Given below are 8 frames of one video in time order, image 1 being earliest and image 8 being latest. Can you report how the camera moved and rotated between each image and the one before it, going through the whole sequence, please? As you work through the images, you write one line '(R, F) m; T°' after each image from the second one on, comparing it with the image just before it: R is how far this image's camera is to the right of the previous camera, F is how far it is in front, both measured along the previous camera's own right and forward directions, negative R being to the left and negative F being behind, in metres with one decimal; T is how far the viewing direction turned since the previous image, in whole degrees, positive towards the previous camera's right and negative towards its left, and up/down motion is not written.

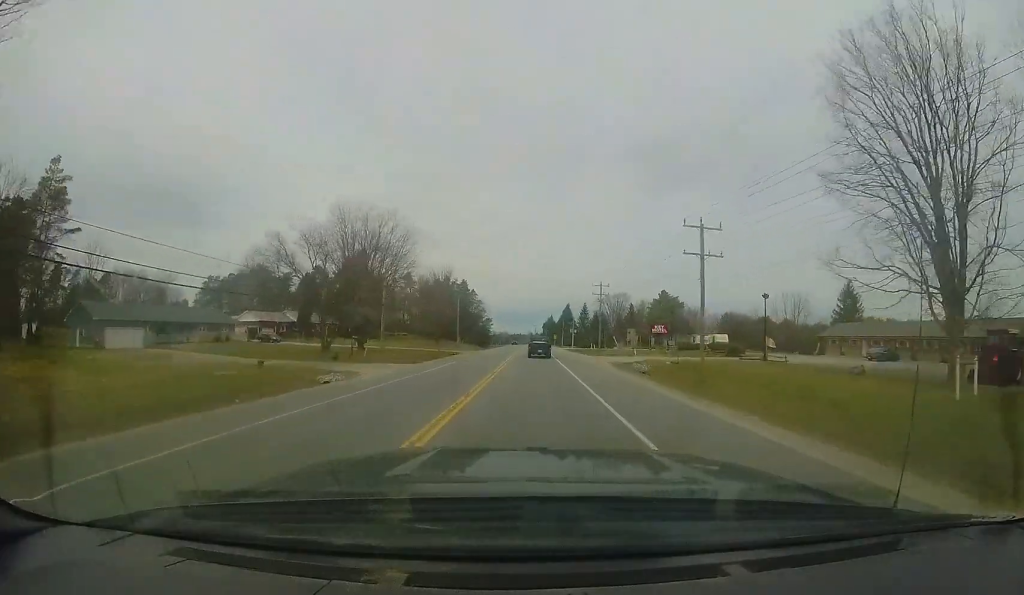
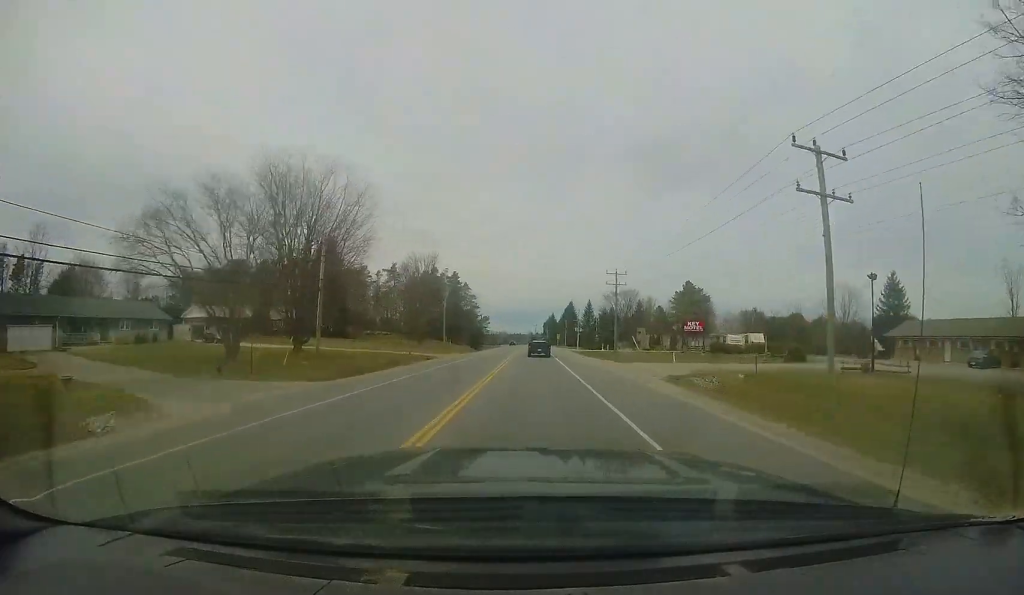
(-0.6, +12.1) m; 0°
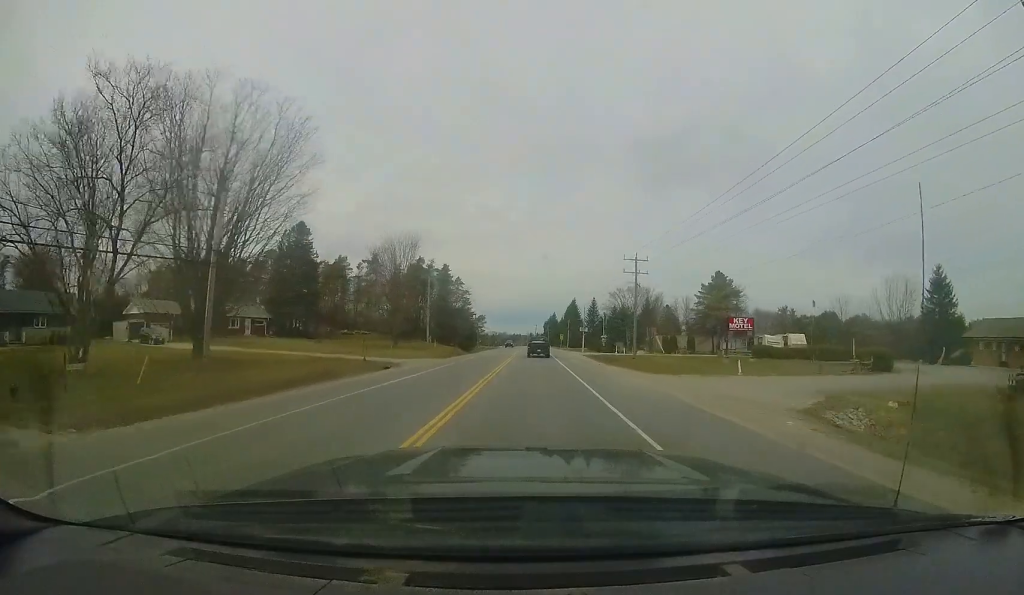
(+0.2, +10.5) m; +1°
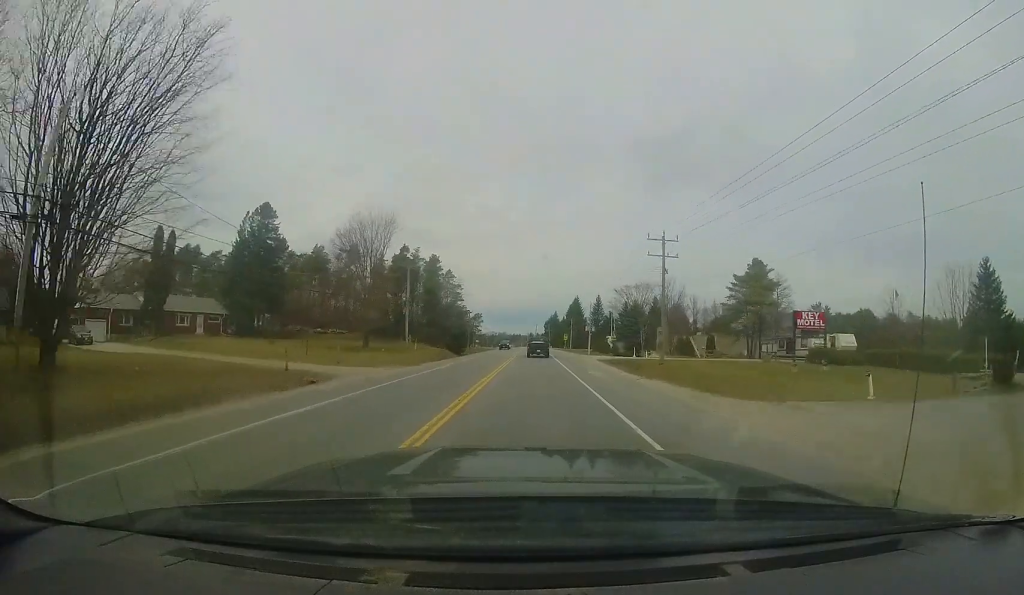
(+0.4, +9.3) m; +1°
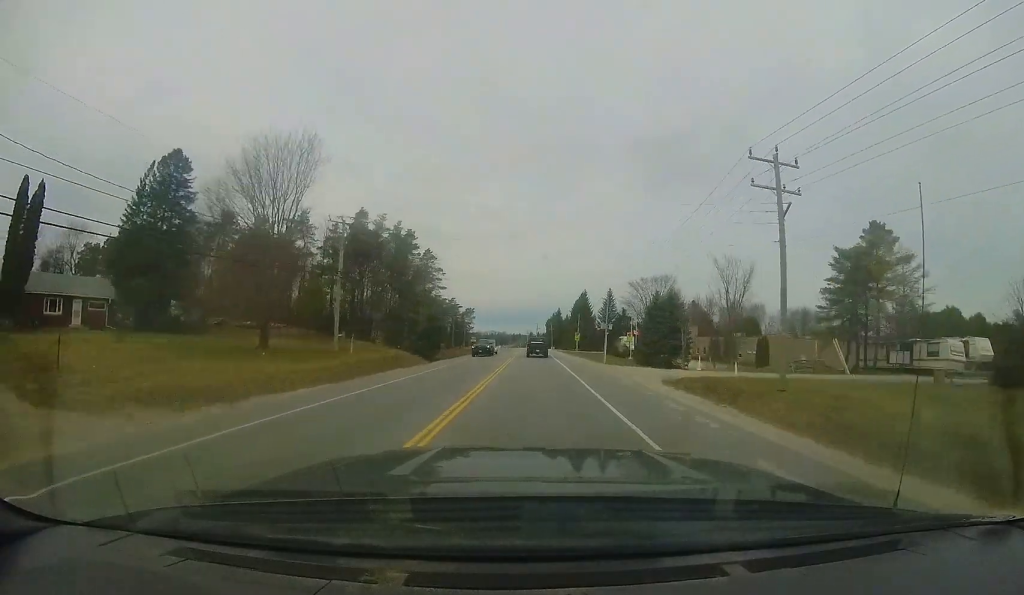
(-0.3, +17.3) m; +1°
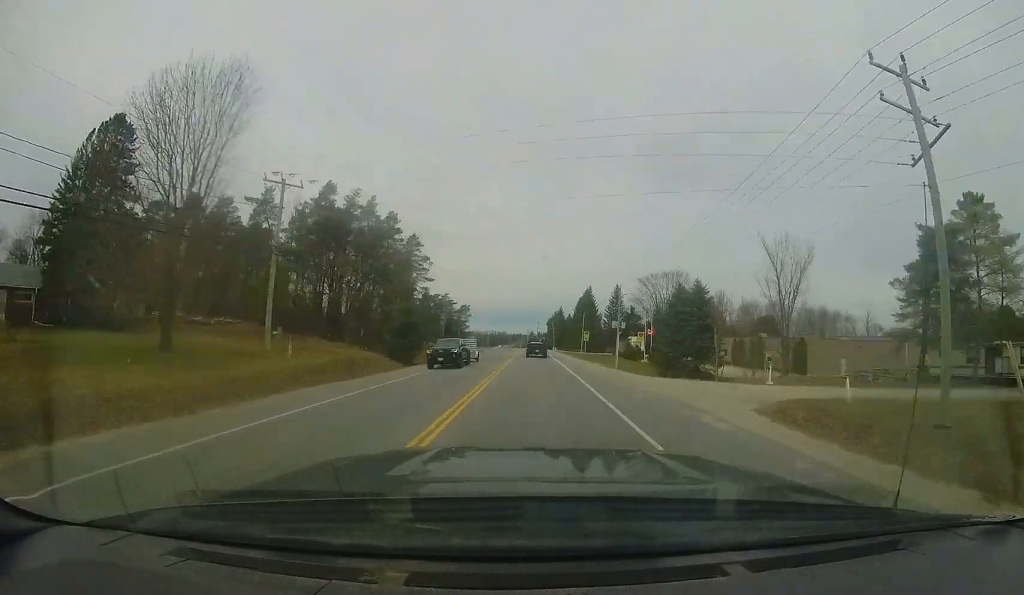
(+0.2, +8.5) m; 0°
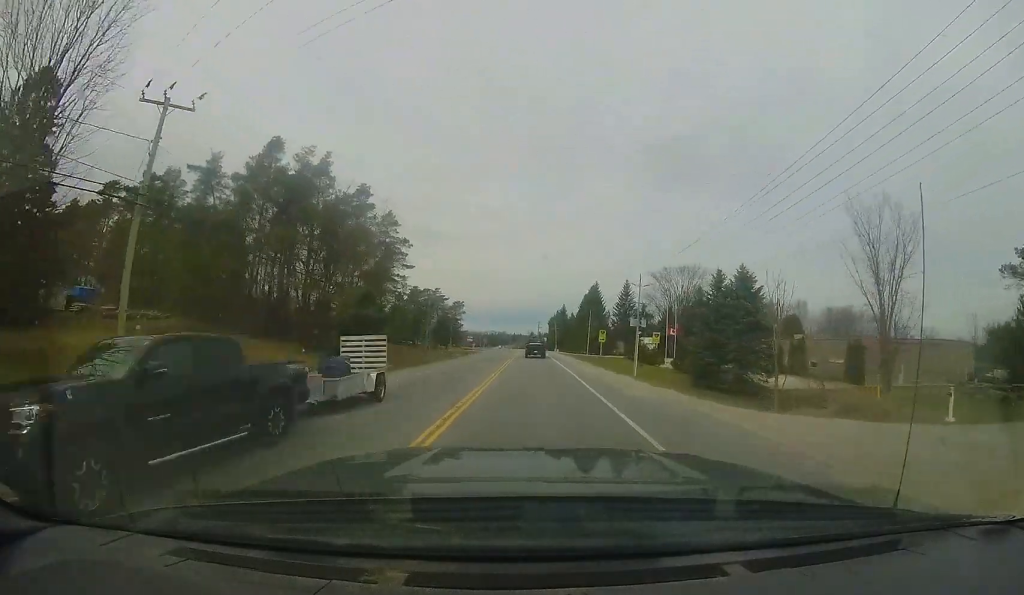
(+0.3, +9.7) m; 0°
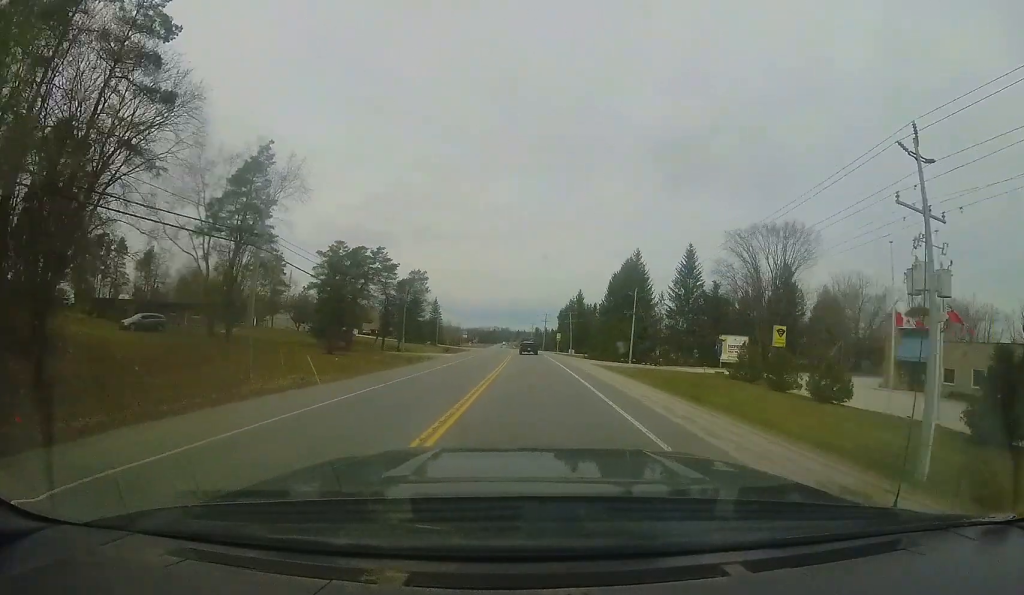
(-0.6, +34.5) m; -1°
